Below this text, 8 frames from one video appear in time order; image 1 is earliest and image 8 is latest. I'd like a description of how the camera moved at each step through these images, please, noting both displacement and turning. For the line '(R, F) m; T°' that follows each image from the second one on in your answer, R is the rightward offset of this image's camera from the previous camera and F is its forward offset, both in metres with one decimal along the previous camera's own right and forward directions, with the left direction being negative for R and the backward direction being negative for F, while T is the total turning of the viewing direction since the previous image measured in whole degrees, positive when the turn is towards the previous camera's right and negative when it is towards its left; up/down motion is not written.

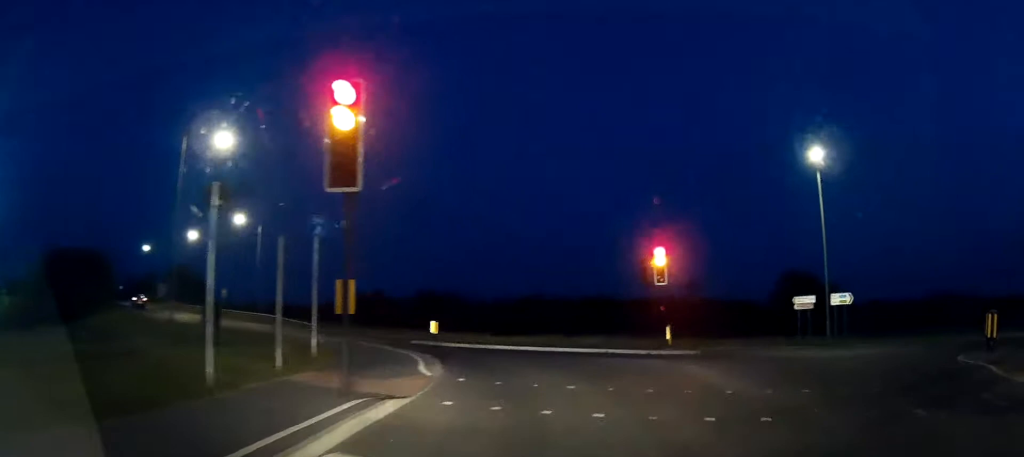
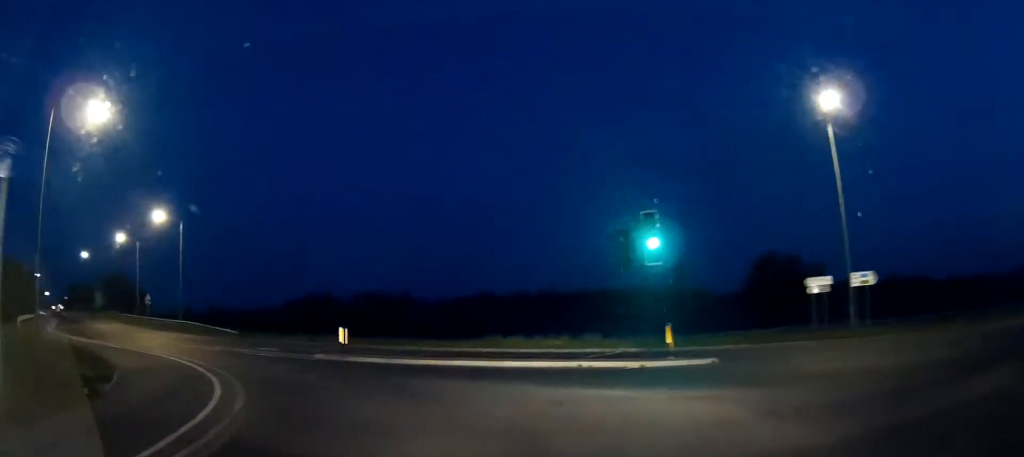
(+0.4, +7.5) m; +3°
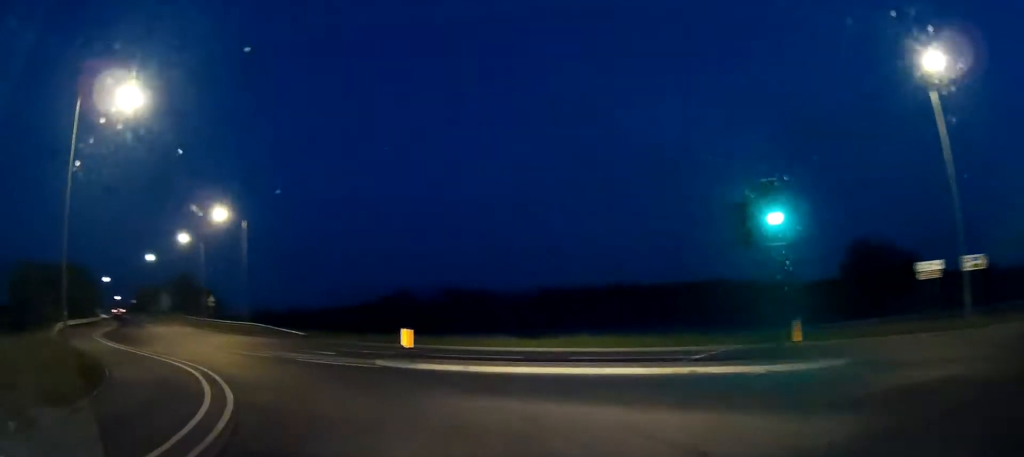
(+0.1, +2.6) m; -2°
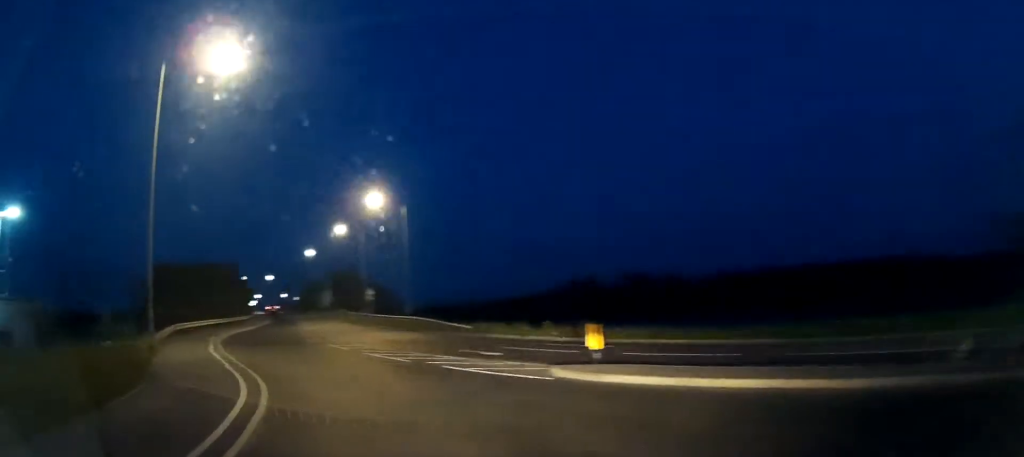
(-0.2, +4.4) m; -9°
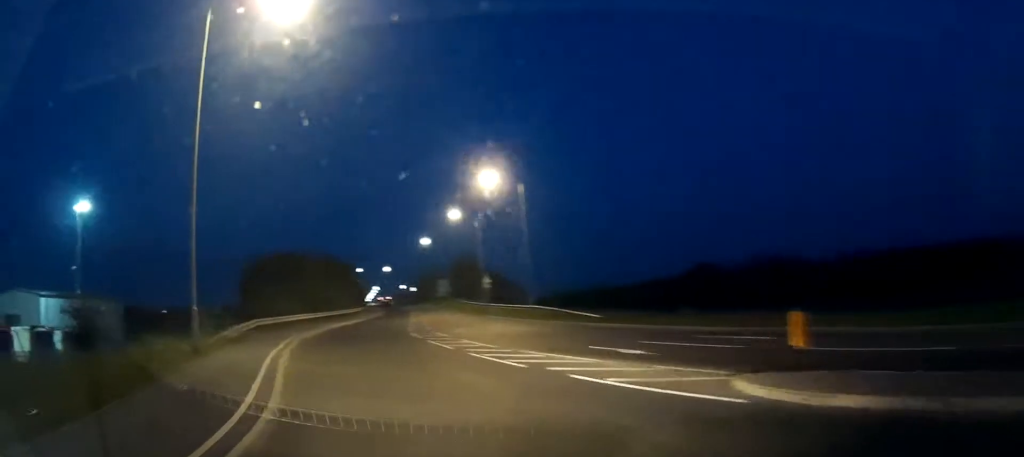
(-0.2, +3.7) m; -9°
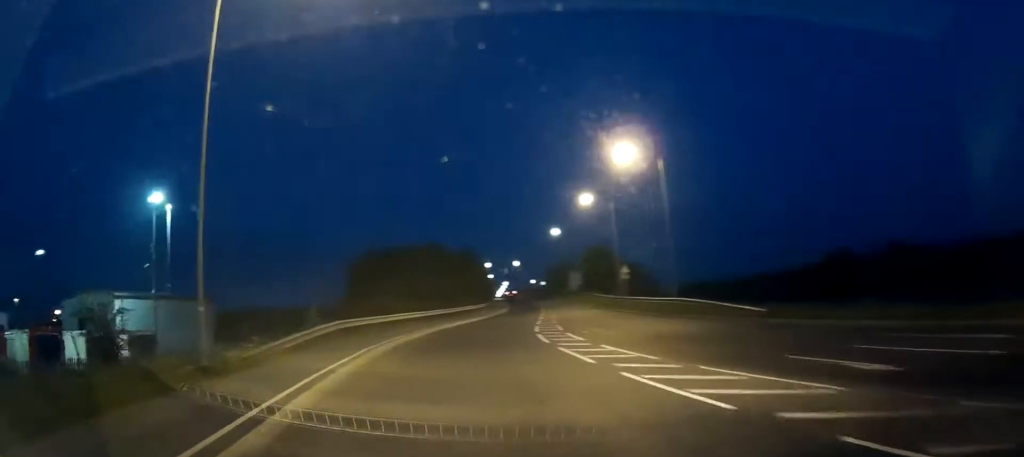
(-0.3, +4.9) m; -14°
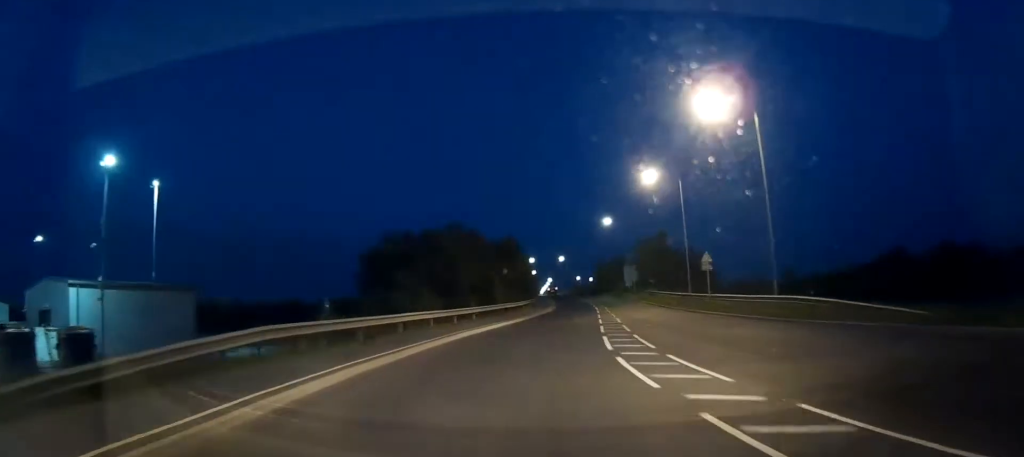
(-1.6, +8.8) m; -14°
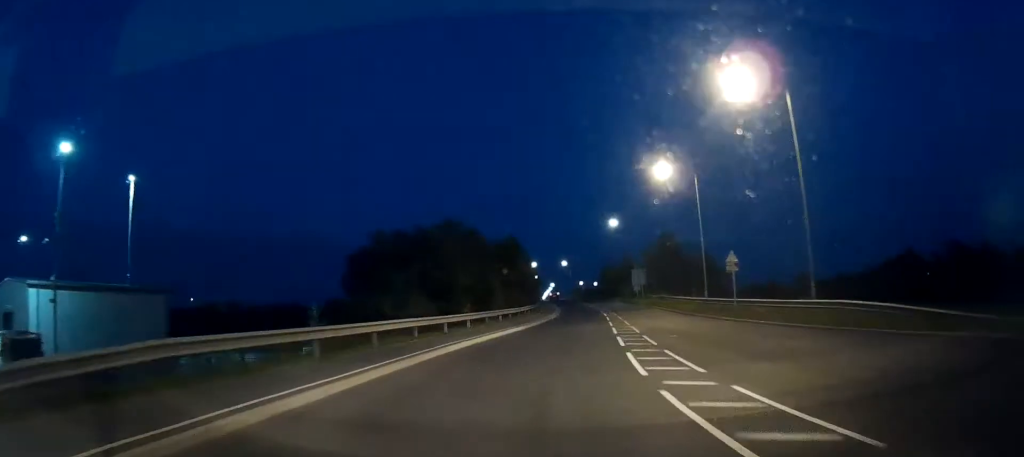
(-0.2, +4.0) m; 0°
